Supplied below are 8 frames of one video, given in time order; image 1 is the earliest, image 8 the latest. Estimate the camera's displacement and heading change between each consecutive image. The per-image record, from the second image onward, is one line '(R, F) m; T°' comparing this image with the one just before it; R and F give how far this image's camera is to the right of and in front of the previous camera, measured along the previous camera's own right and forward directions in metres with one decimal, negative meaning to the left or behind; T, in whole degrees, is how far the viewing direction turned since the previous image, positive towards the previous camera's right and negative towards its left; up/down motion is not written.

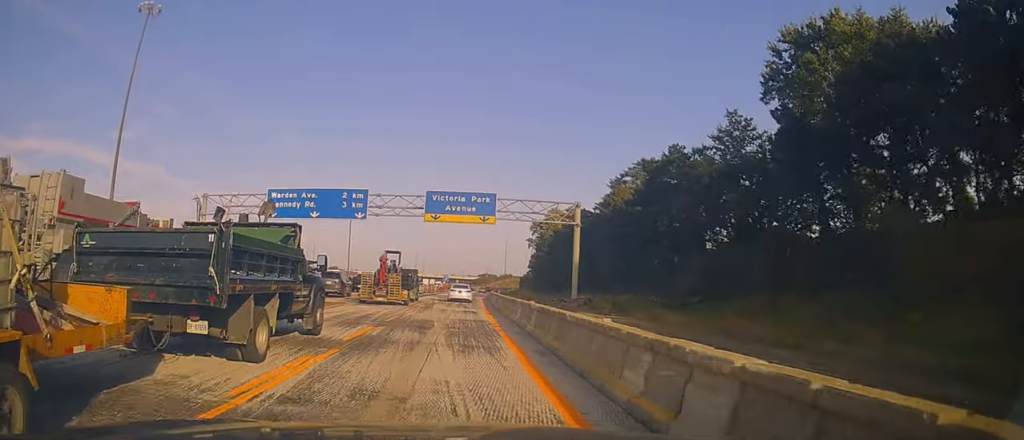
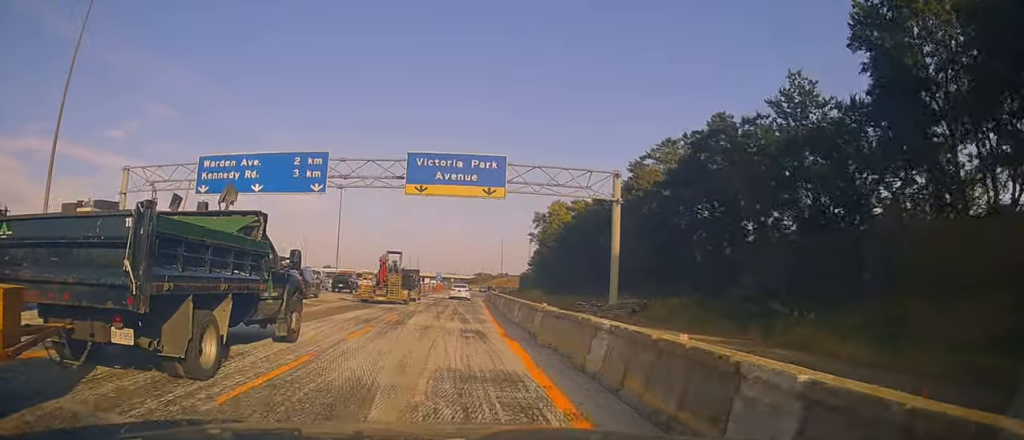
(0.0, +11.1) m; 0°
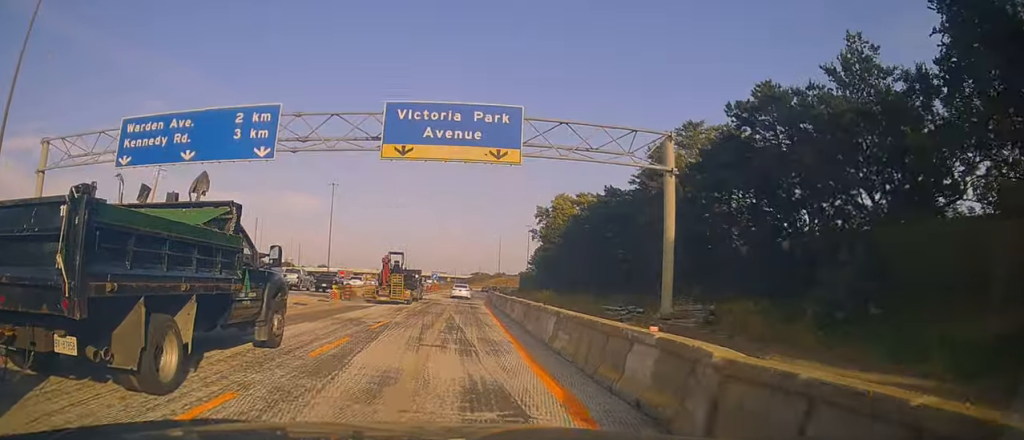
(0.0, +8.3) m; -2°
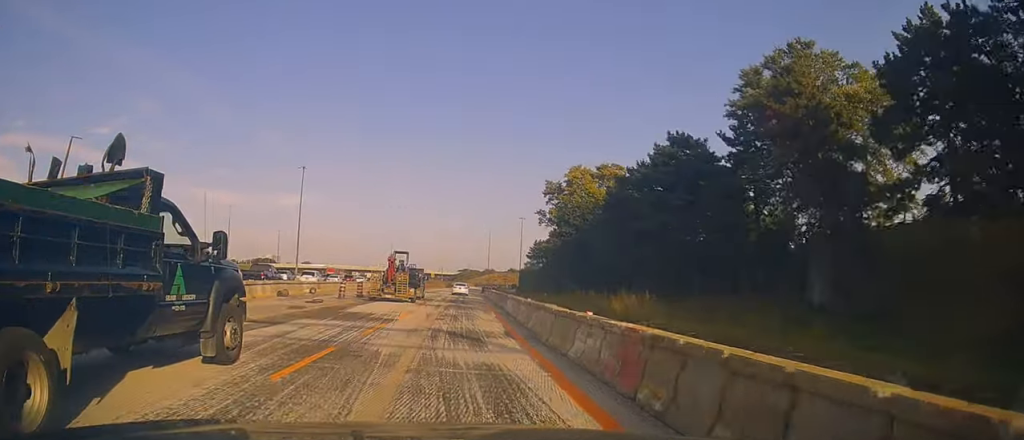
(+0.3, +24.9) m; +3°
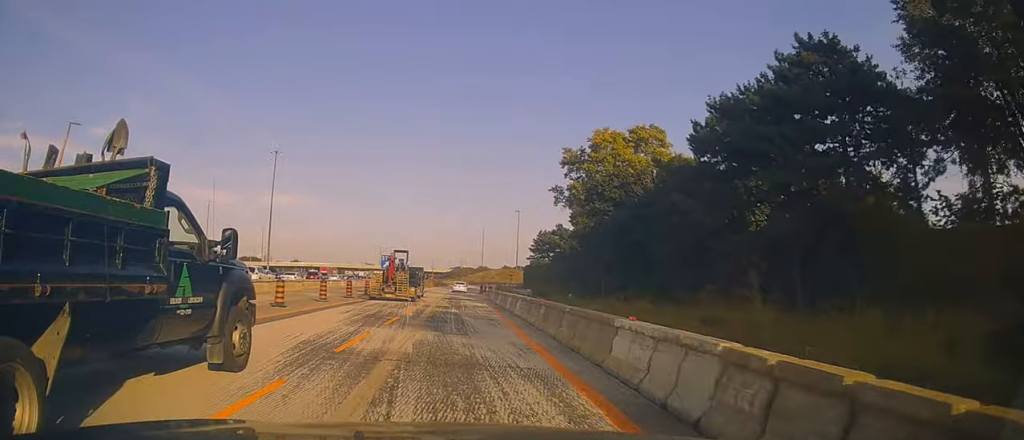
(+0.1, +21.2) m; -1°
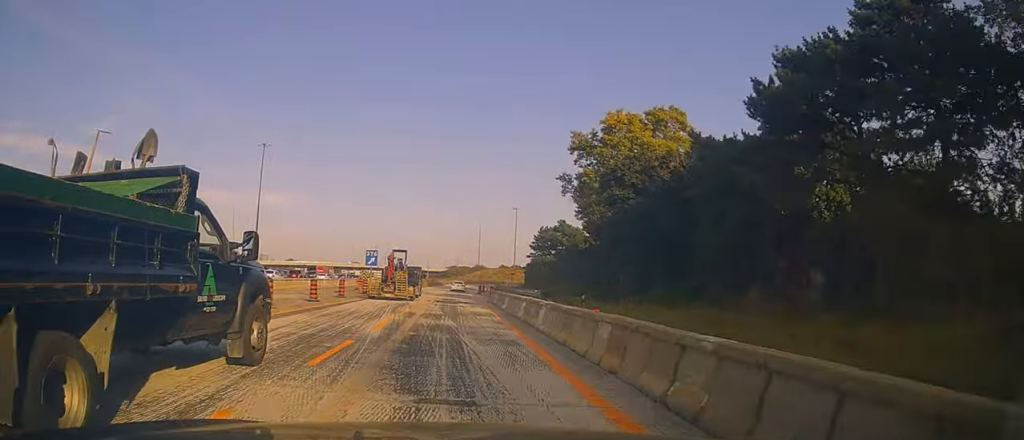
(0.0, +8.0) m; 0°
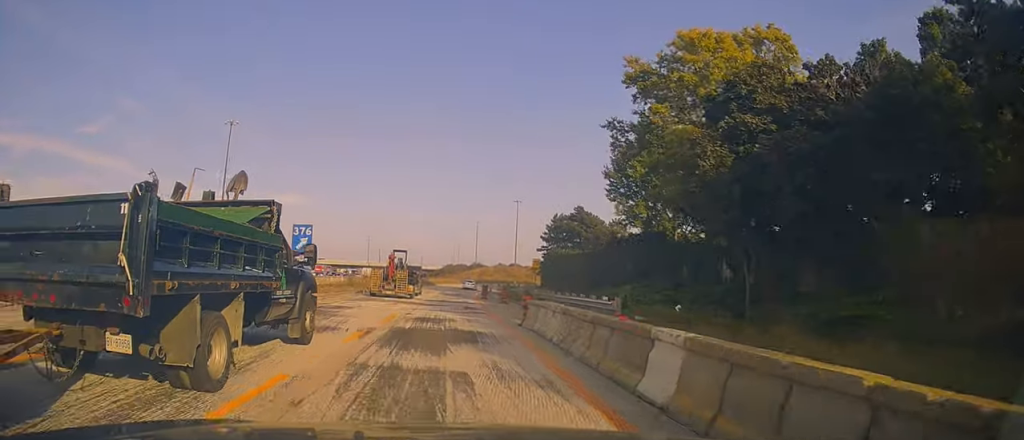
(+0.1, +23.8) m; +2°
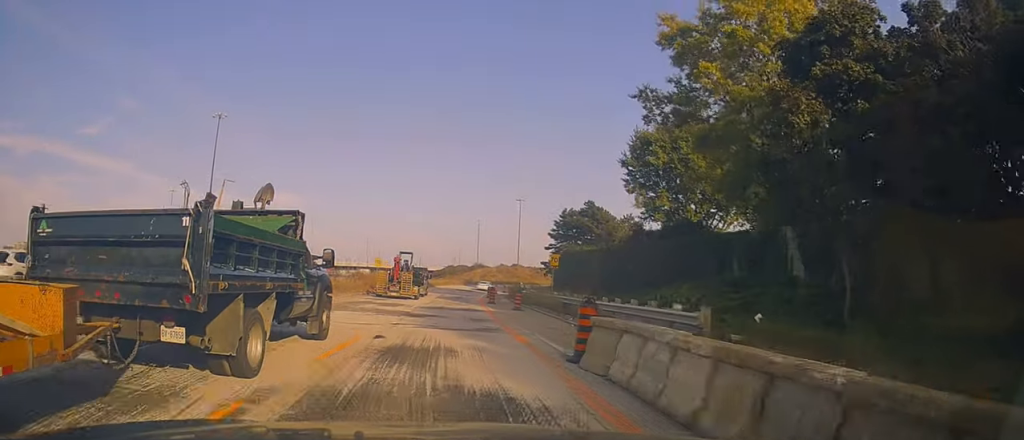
(+0.3, +8.2) m; +1°
